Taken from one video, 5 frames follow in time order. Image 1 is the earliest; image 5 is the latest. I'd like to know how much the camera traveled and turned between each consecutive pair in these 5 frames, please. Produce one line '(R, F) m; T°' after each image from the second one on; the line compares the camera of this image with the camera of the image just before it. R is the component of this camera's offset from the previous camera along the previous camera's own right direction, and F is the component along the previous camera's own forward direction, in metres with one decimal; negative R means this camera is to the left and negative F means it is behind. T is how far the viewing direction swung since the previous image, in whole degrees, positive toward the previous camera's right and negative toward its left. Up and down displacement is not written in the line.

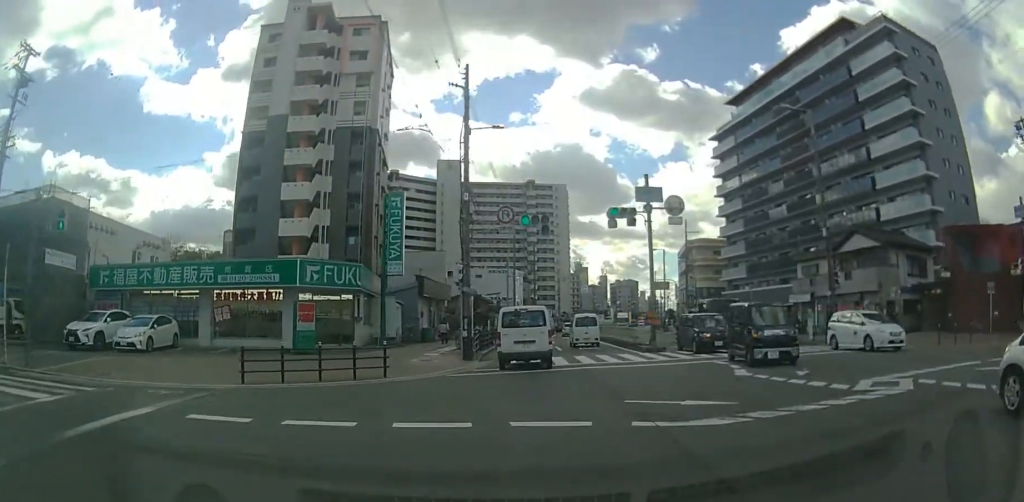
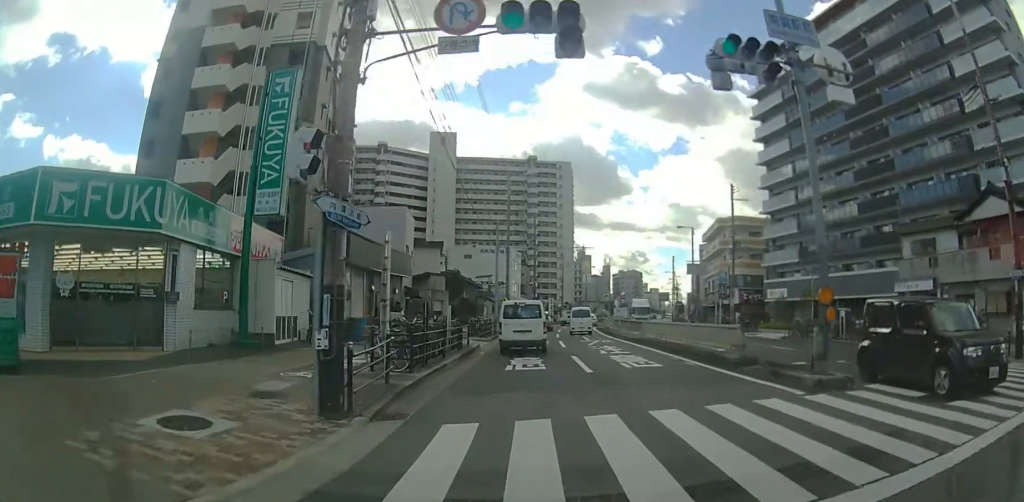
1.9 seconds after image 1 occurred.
(-0.3, +13.6) m; -2°
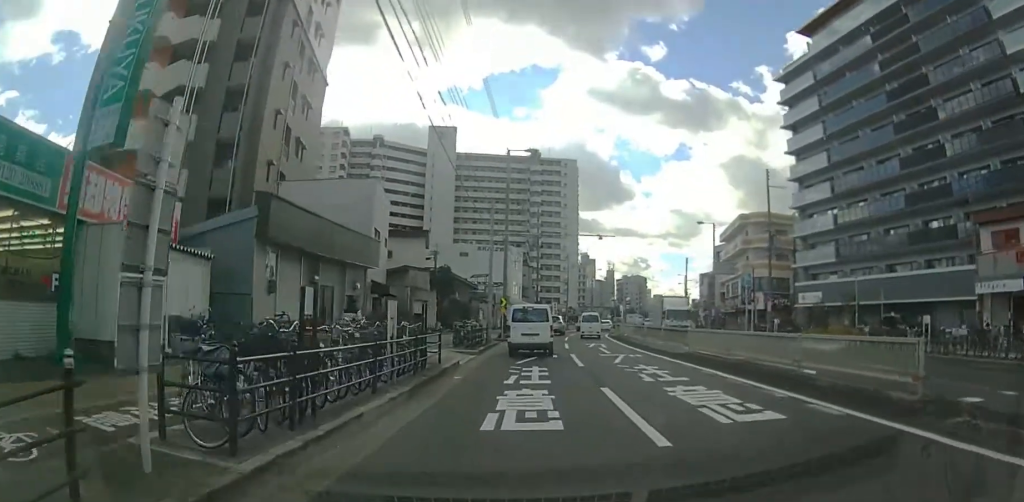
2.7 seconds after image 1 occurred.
(+0.1, +6.8) m; 0°
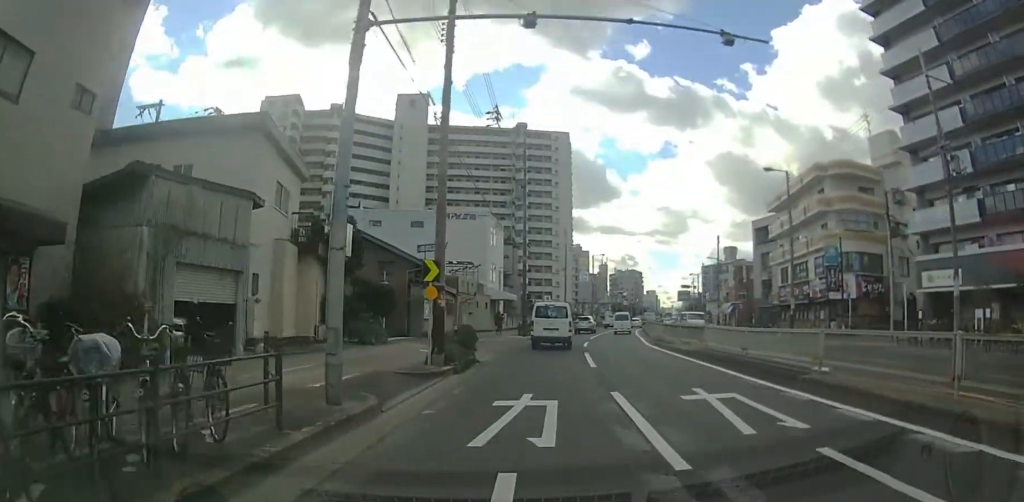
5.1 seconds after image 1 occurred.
(0.0, +19.8) m; +1°
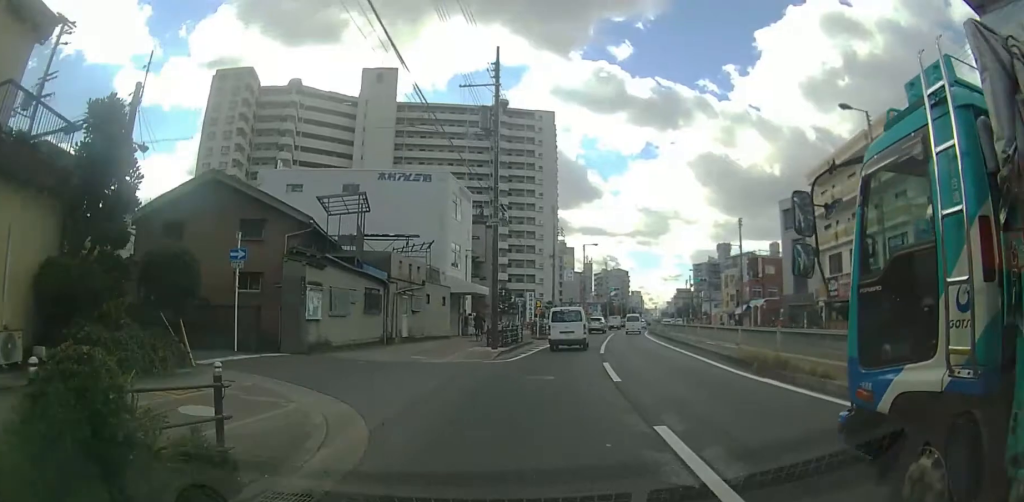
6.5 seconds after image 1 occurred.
(+0.2, +12.7) m; +2°
